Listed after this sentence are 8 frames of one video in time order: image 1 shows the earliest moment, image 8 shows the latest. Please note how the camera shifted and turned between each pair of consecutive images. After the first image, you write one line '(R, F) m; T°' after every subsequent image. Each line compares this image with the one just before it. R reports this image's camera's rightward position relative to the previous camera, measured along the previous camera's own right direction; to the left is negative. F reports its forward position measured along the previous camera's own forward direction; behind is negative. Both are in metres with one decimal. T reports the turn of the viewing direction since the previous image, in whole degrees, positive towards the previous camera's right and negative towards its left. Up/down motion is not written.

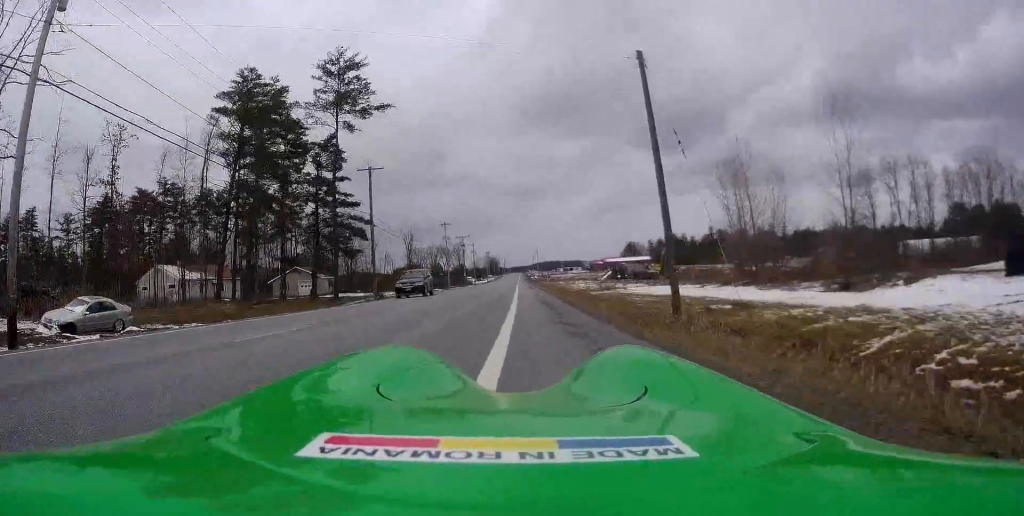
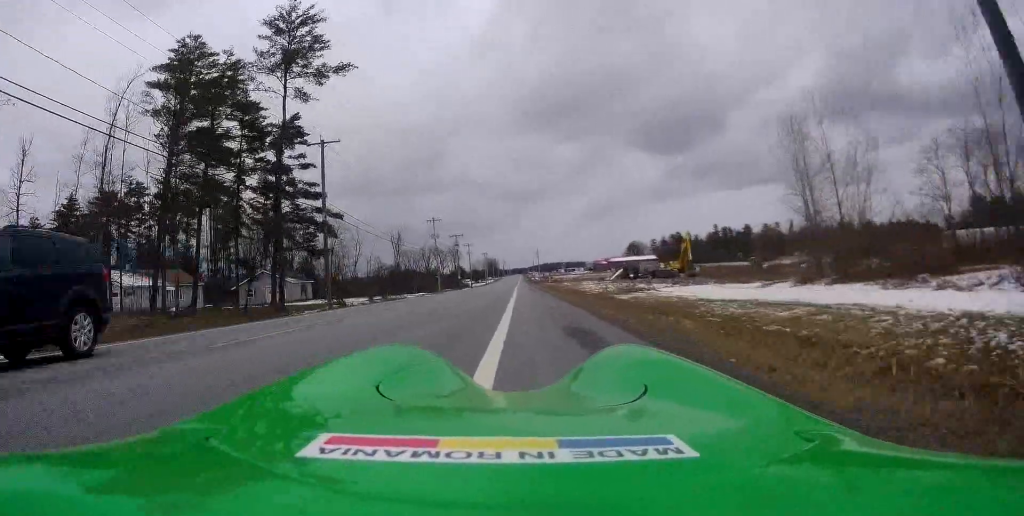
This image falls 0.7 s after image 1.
(+0.1, +12.1) m; +1°
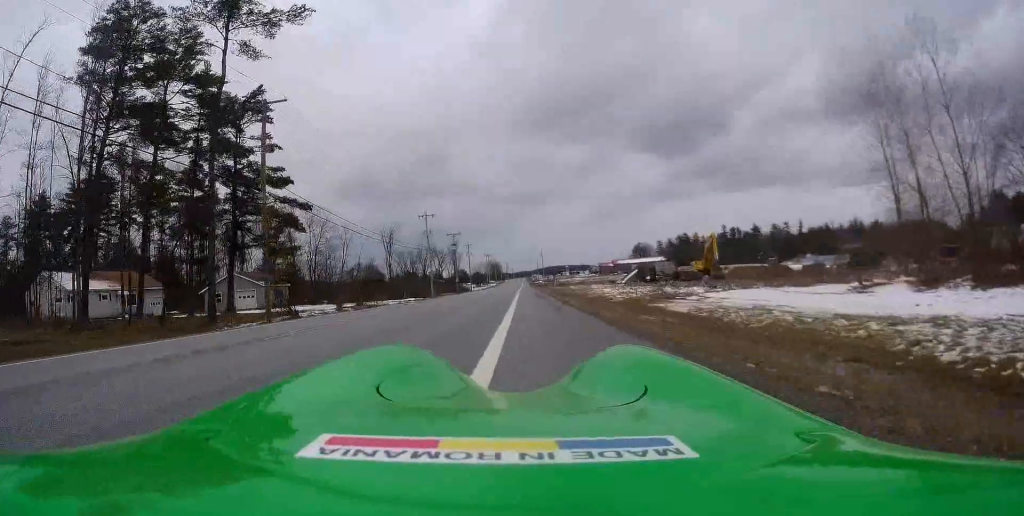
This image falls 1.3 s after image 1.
(+0.4, +10.7) m; +1°
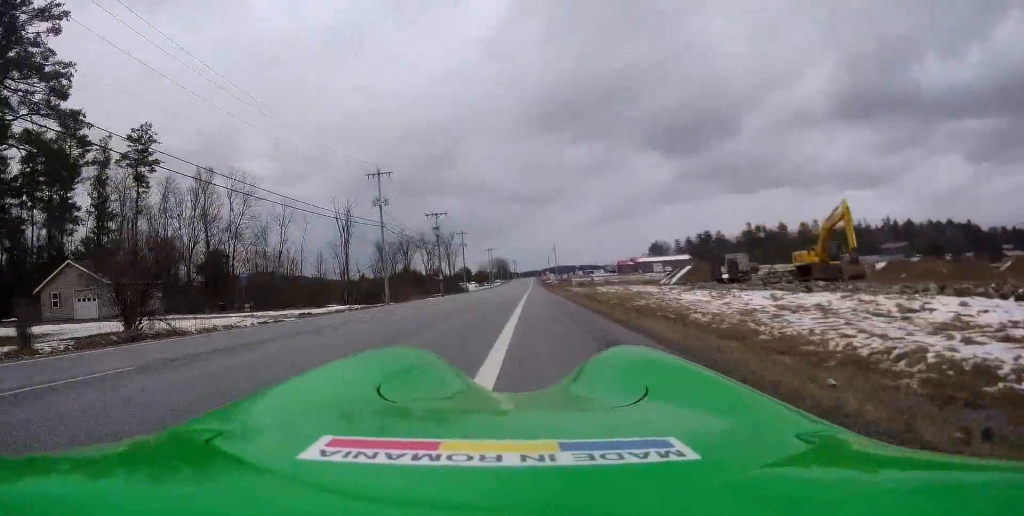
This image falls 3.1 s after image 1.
(-1.1, +30.8) m; -3°
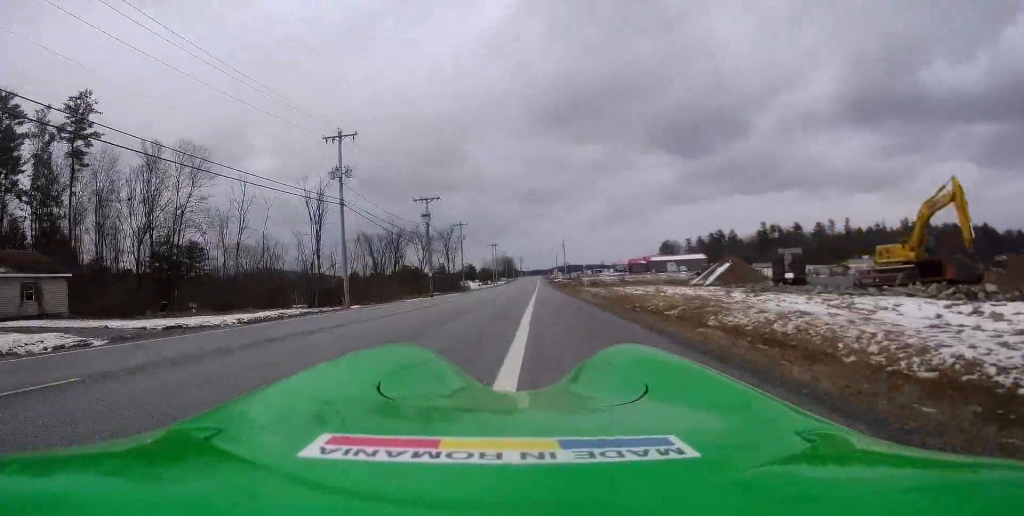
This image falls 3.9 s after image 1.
(0.0, +12.9) m; 0°
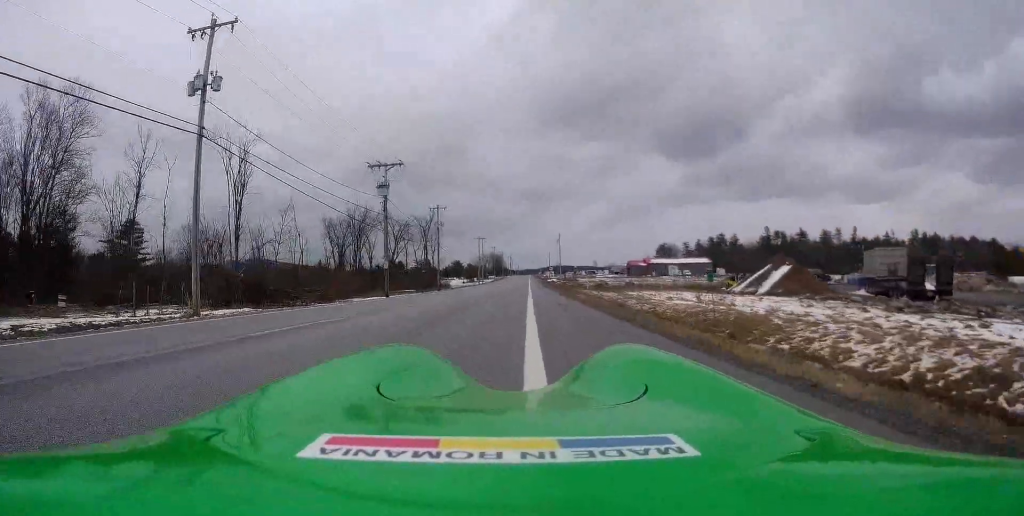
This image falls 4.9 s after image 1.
(+0.2, +17.9) m; 0°
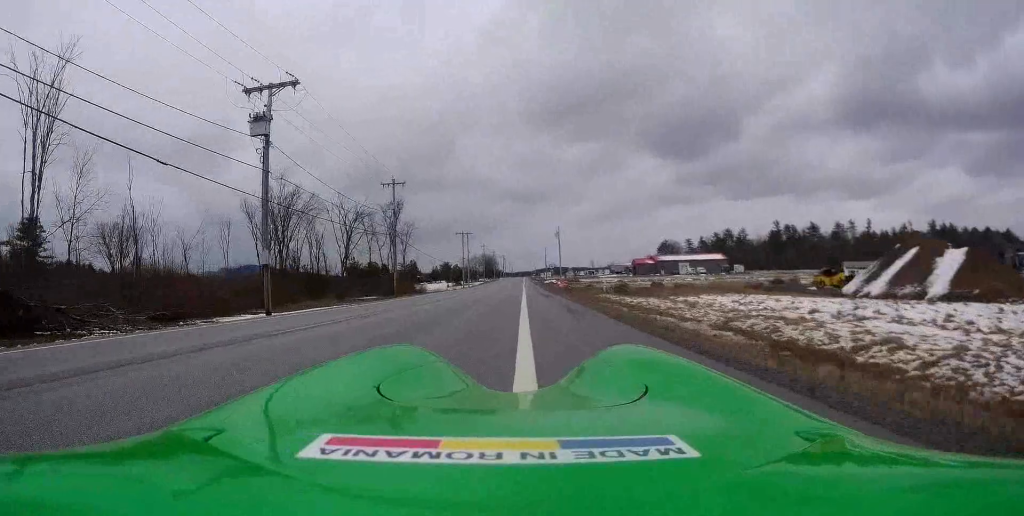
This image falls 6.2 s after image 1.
(-0.2, +22.9) m; -1°
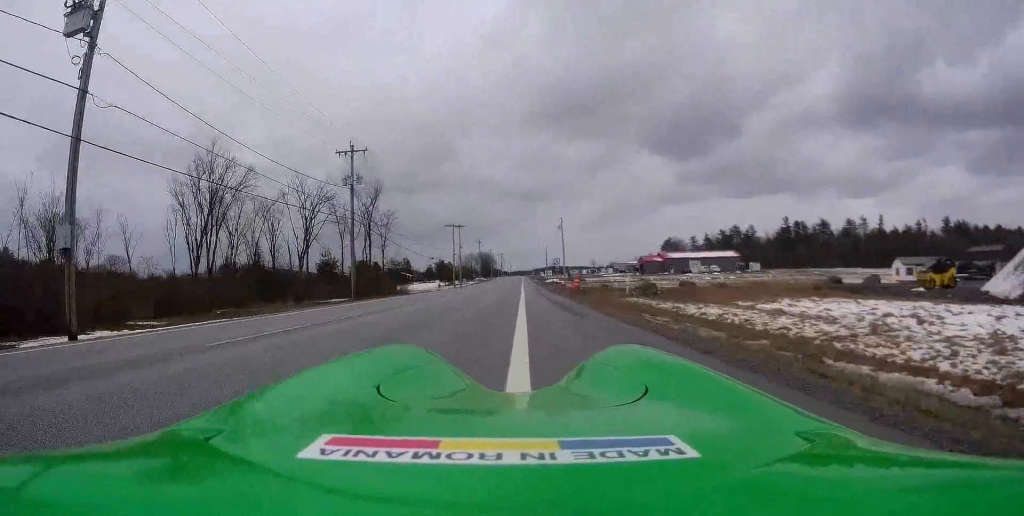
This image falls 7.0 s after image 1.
(0.0, +13.6) m; +1°
